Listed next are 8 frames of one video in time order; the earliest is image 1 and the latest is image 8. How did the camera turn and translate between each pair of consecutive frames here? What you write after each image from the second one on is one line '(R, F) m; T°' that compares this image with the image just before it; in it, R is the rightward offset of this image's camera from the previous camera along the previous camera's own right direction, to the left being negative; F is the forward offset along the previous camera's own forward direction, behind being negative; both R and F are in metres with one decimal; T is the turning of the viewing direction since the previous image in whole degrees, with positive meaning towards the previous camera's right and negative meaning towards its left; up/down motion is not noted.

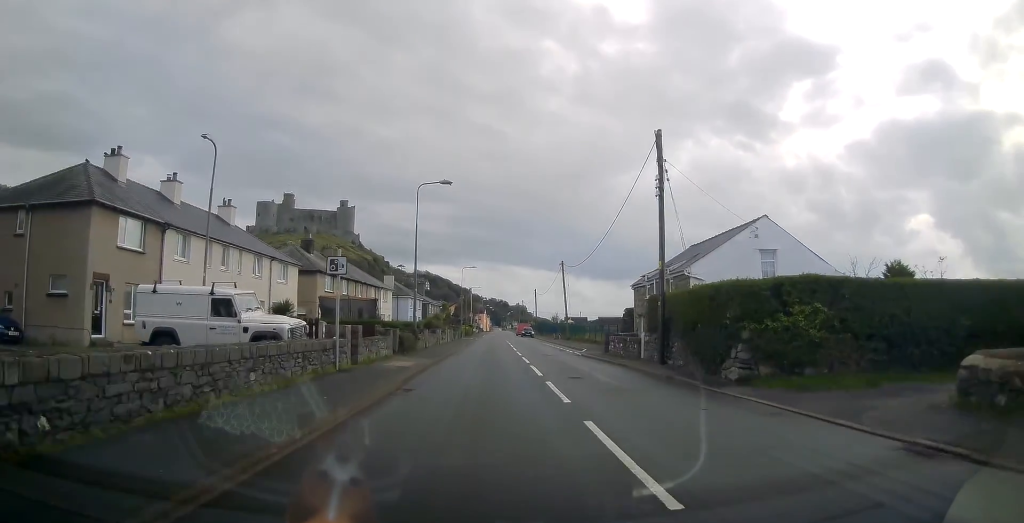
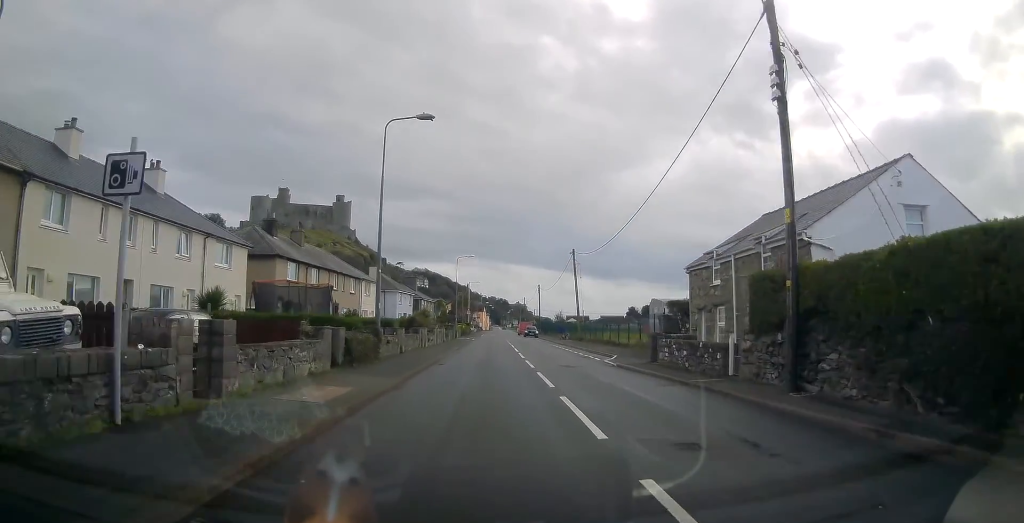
(0.0, +9.3) m; 0°
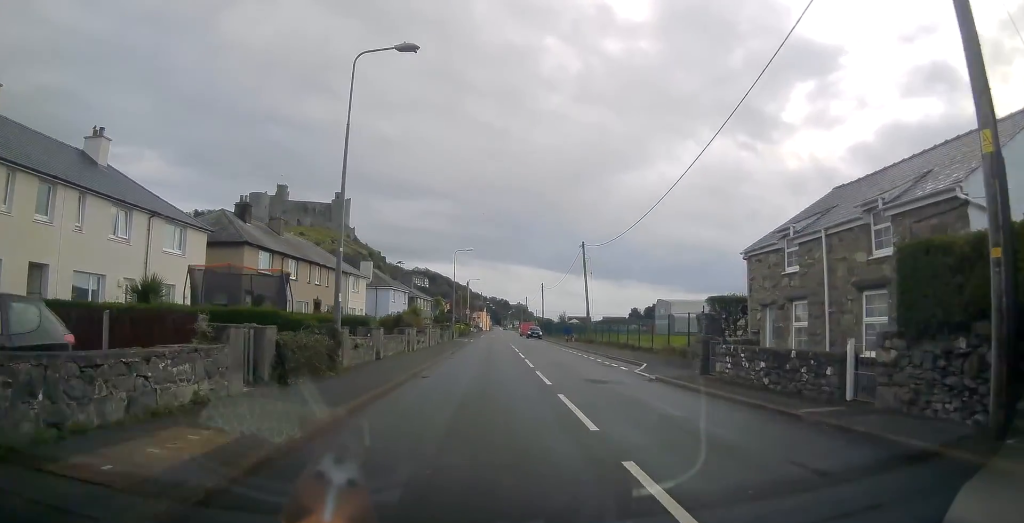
(+0.1, +5.4) m; 0°
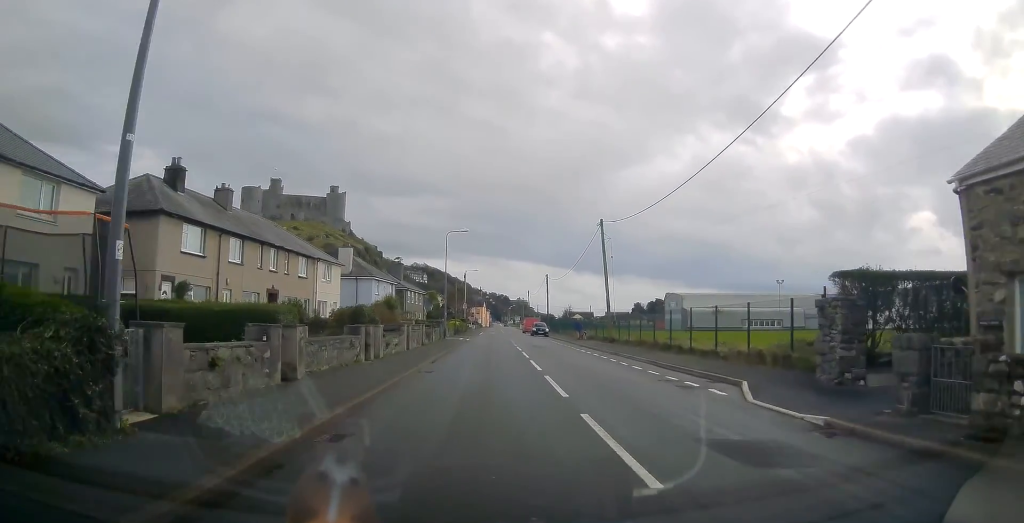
(-0.2, +9.2) m; 0°
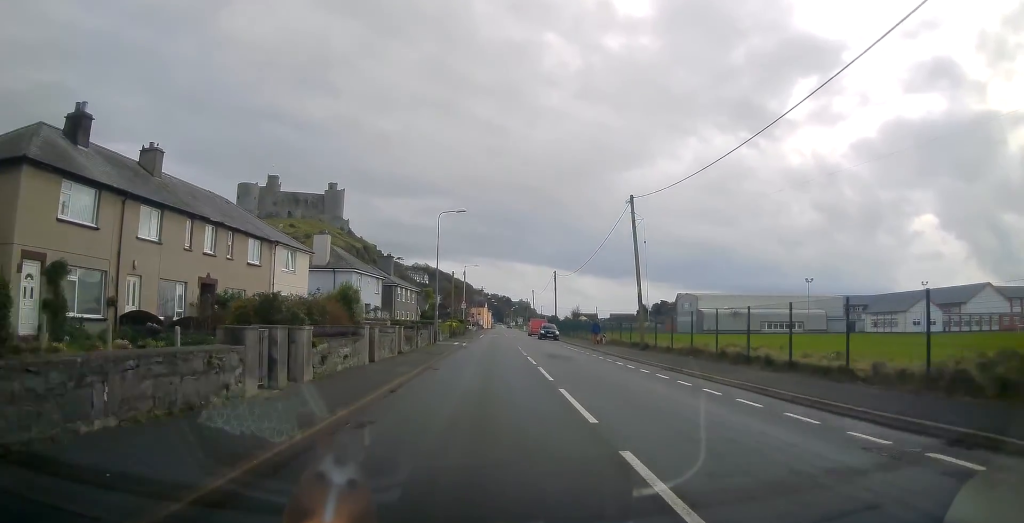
(0.0, +8.7) m; 0°
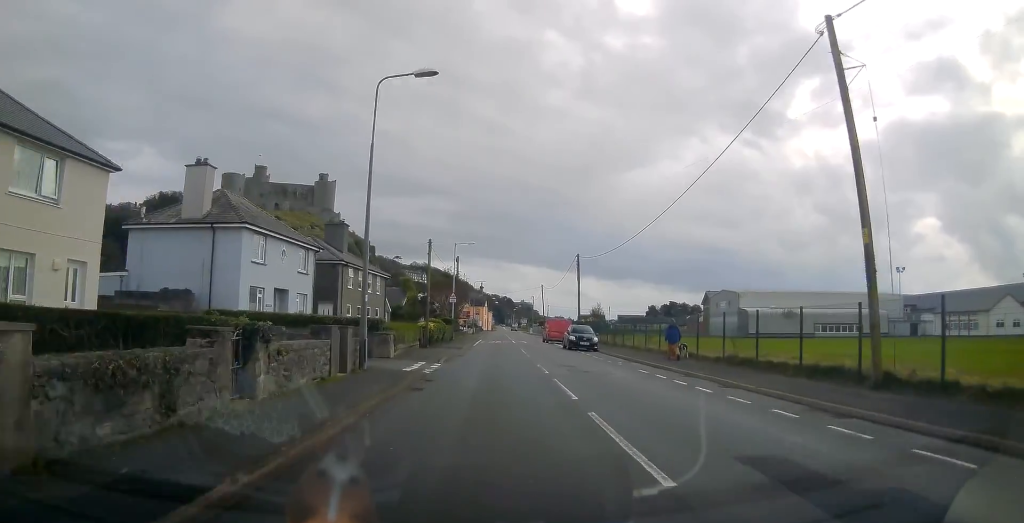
(-0.1, +21.4) m; 0°
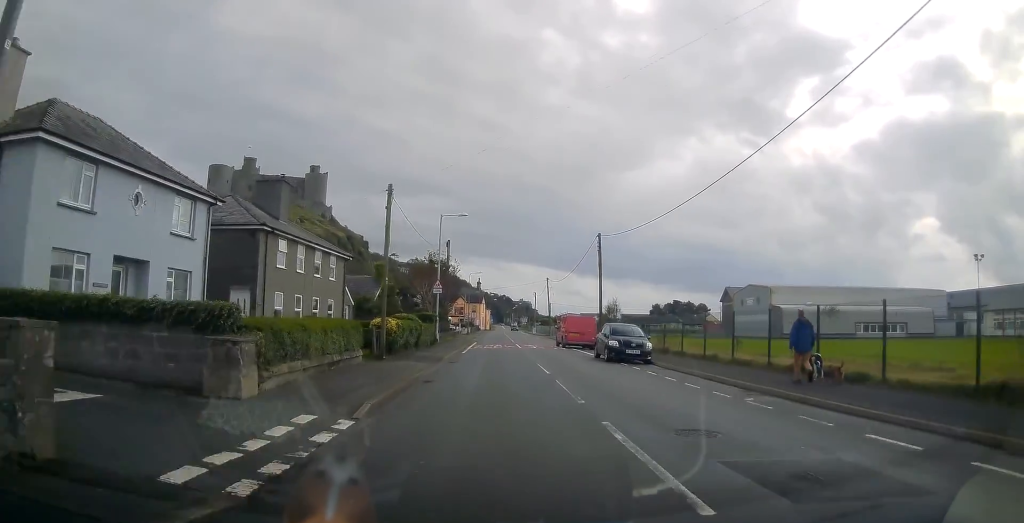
(0.0, +13.1) m; 0°
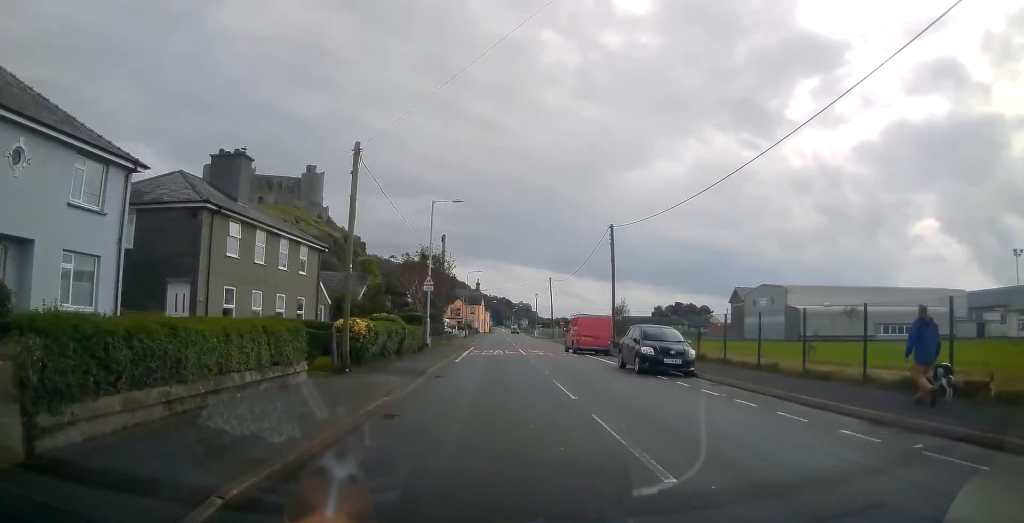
(0.0, +5.2) m; 0°
